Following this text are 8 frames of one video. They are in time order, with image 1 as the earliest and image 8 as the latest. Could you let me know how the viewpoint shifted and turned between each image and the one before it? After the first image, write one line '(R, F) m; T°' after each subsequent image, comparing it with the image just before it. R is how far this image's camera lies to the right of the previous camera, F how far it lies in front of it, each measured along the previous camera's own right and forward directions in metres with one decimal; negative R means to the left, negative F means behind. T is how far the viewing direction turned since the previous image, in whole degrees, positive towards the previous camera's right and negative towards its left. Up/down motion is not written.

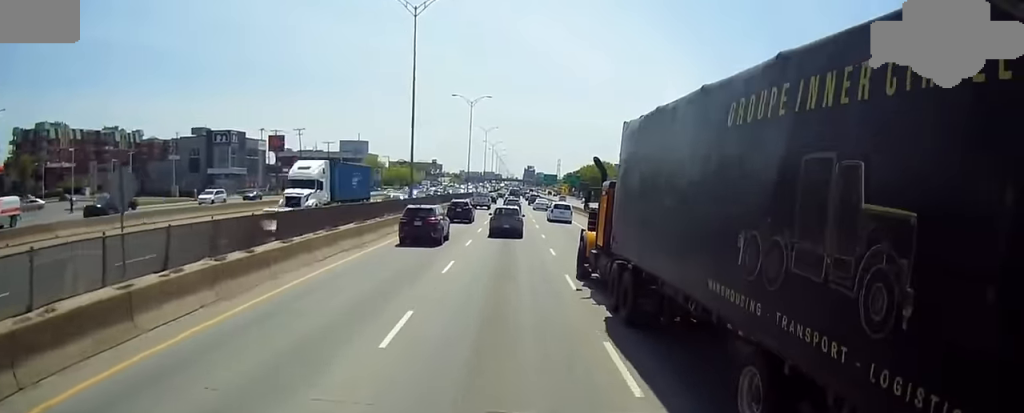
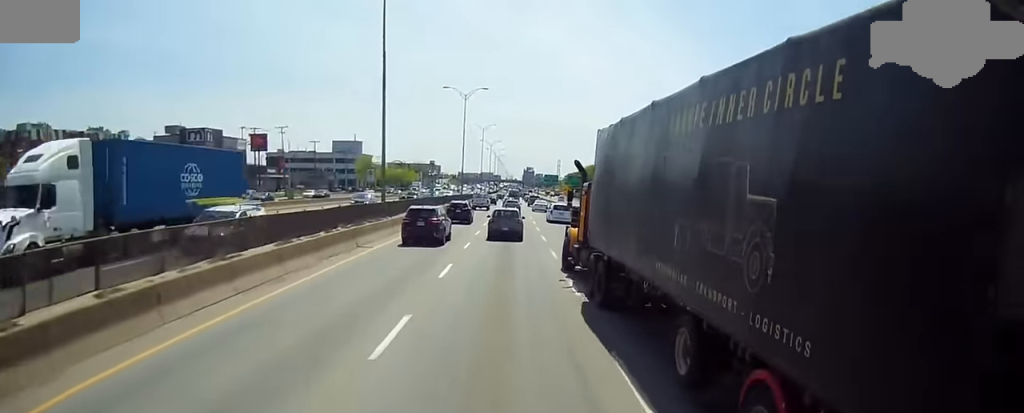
(0.0, +10.2) m; 0°
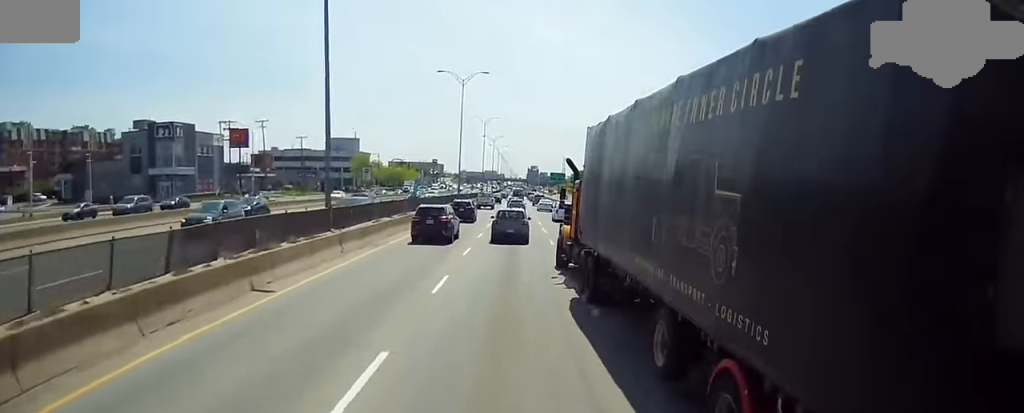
(0.0, +12.1) m; 0°
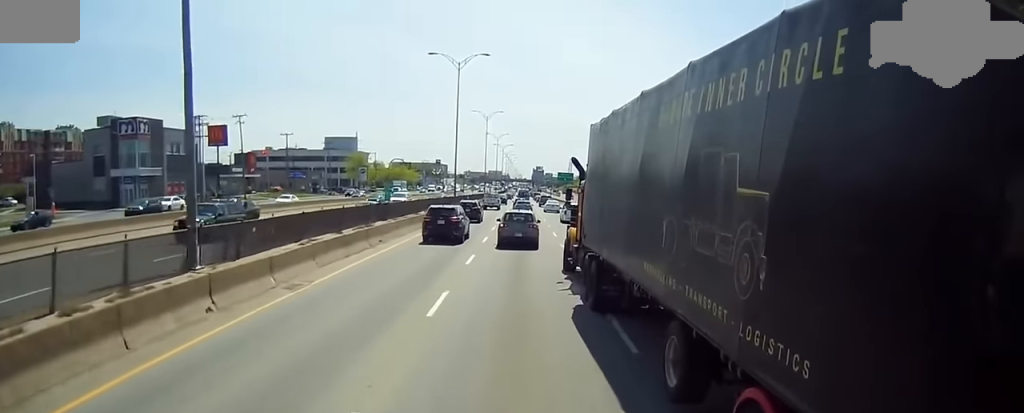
(0.0, +11.6) m; +1°
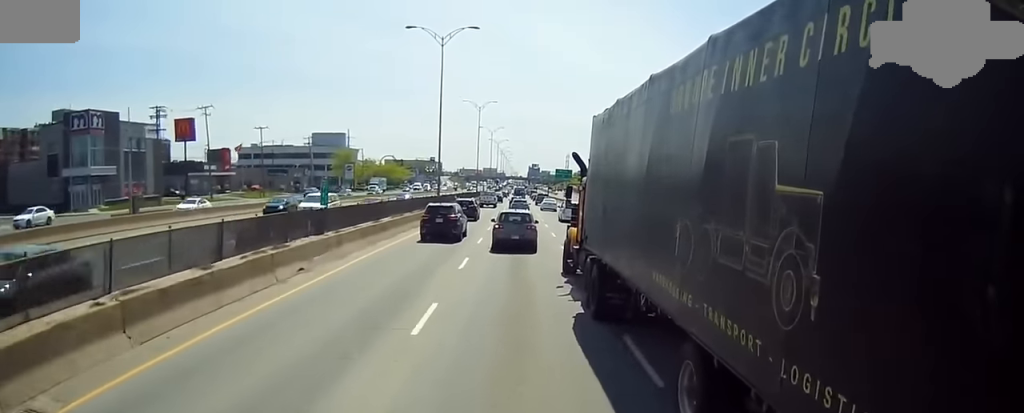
(+0.2, +10.4) m; -1°
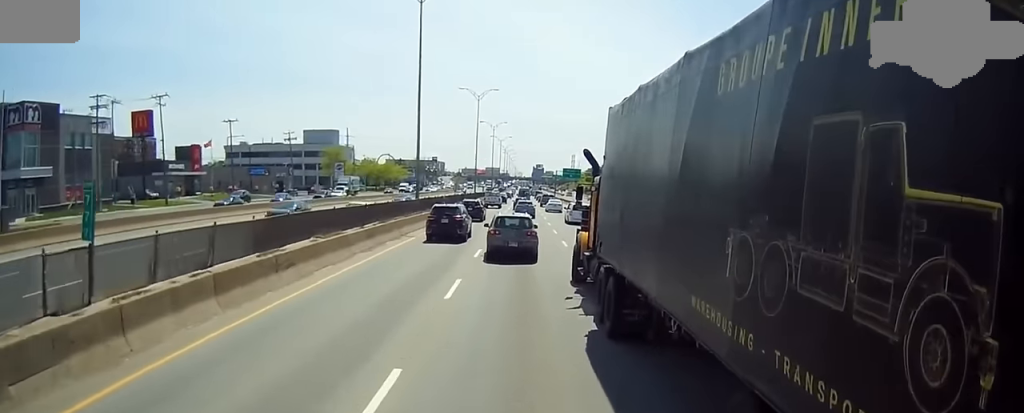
(-0.5, +13.8) m; -2°
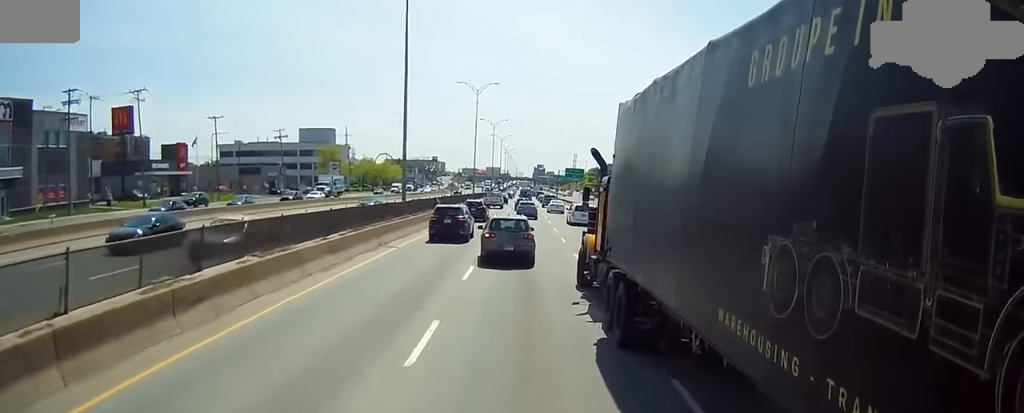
(+0.1, +5.6) m; +1°
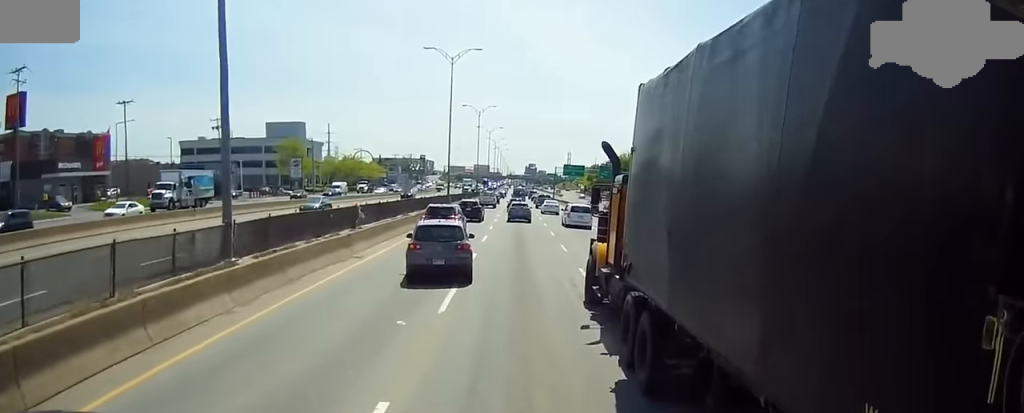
(+0.9, +23.0) m; +2°
